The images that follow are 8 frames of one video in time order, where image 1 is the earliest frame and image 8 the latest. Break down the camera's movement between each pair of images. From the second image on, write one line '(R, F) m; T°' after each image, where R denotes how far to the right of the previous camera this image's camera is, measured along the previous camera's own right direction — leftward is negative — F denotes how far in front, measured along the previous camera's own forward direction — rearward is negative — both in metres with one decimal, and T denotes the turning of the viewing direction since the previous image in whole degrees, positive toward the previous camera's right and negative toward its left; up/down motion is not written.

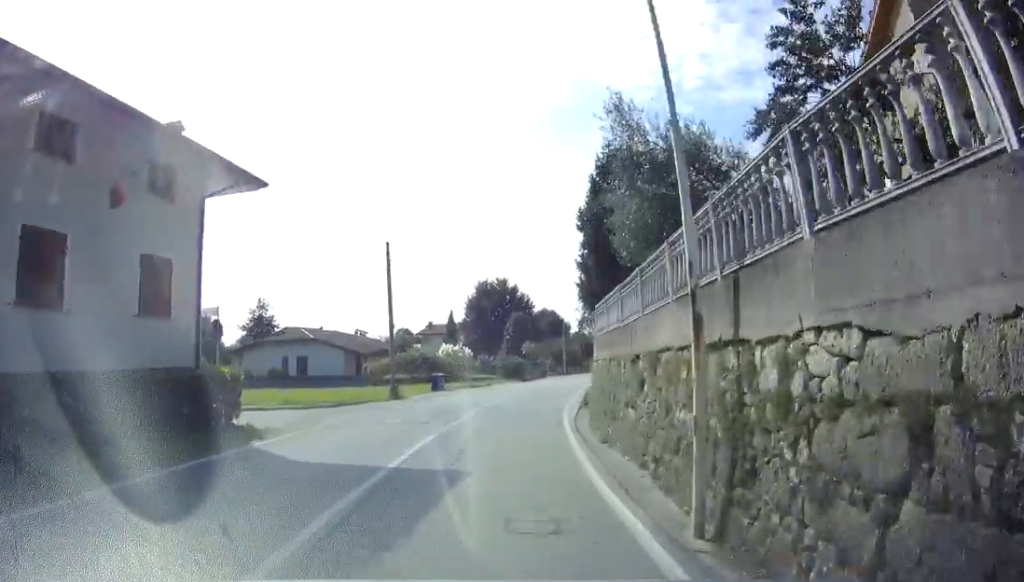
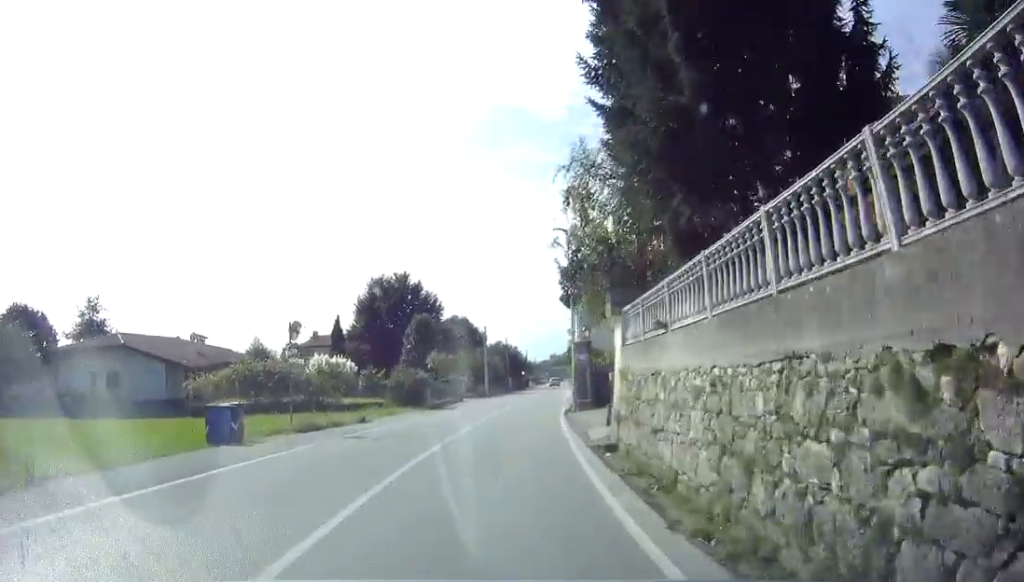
(+1.2, +21.1) m; +6°
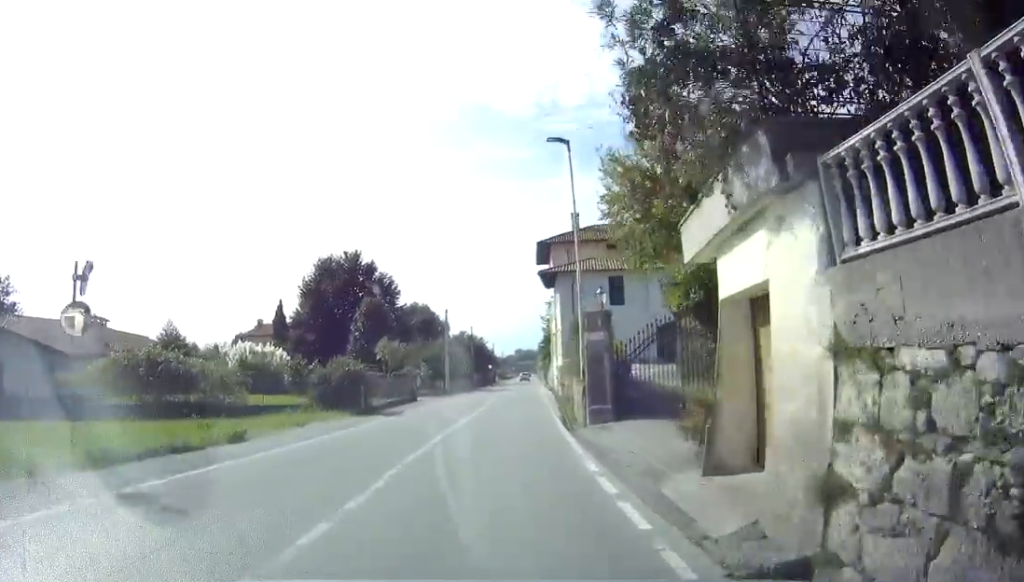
(+0.2, +9.3) m; +3°
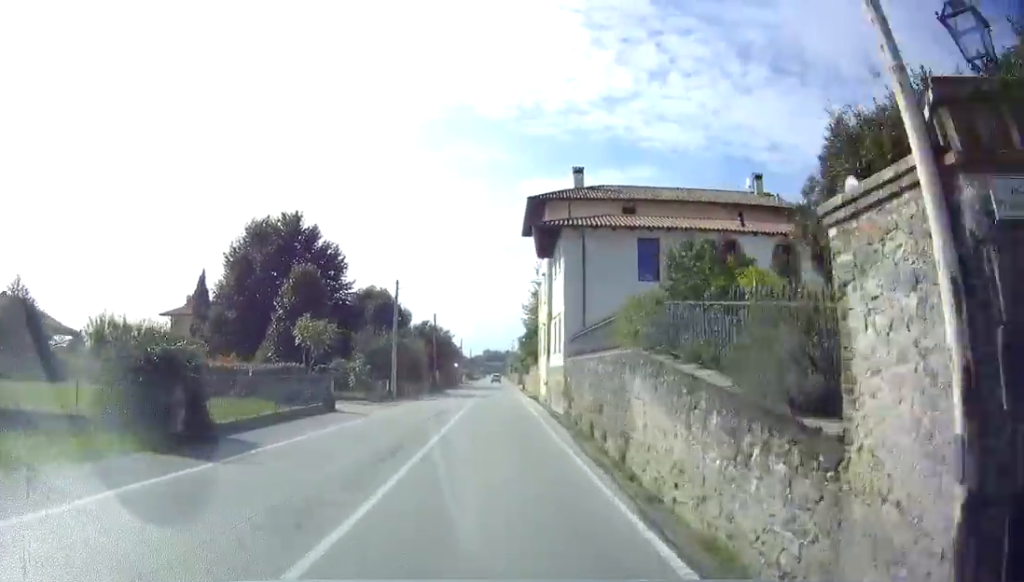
(+0.4, +13.5) m; +4°
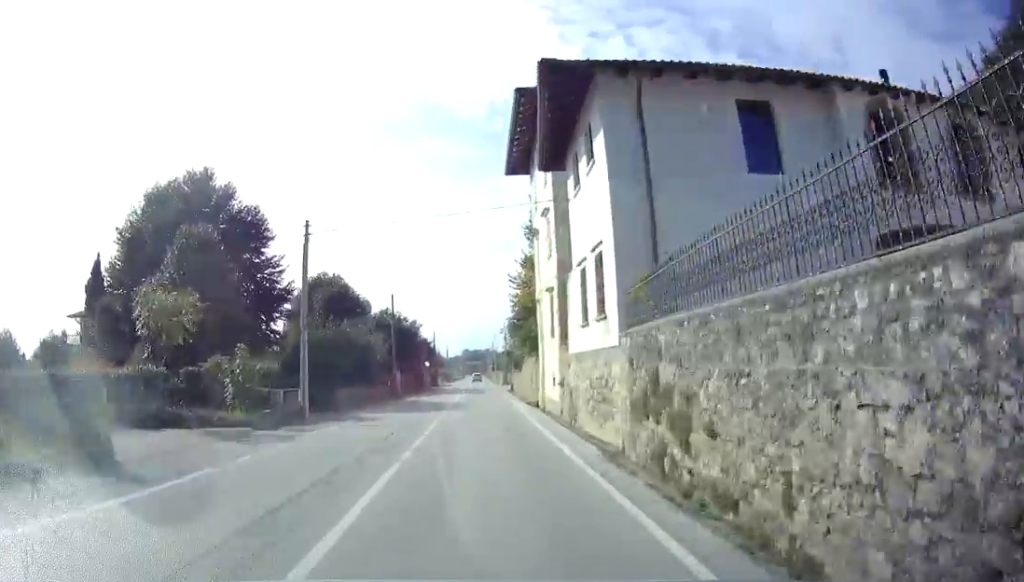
(+0.4, +13.4) m; +2°
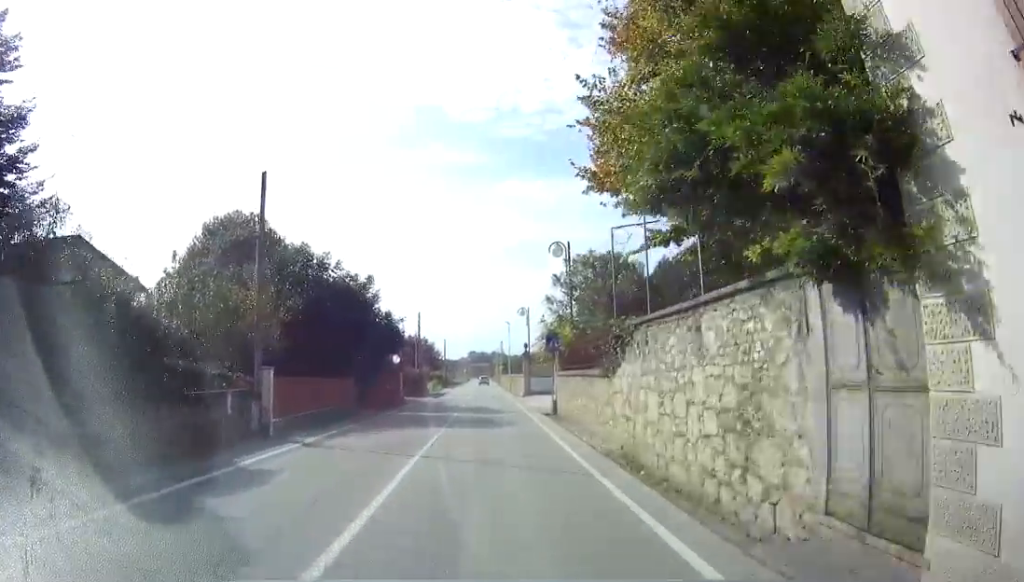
(0.0, +25.7) m; 0°
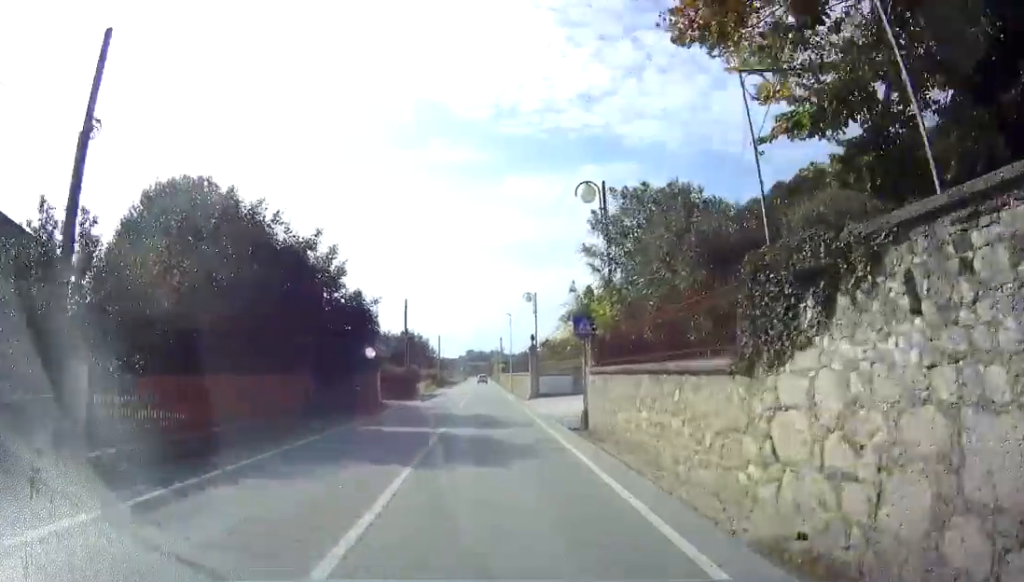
(0.0, +8.1) m; 0°
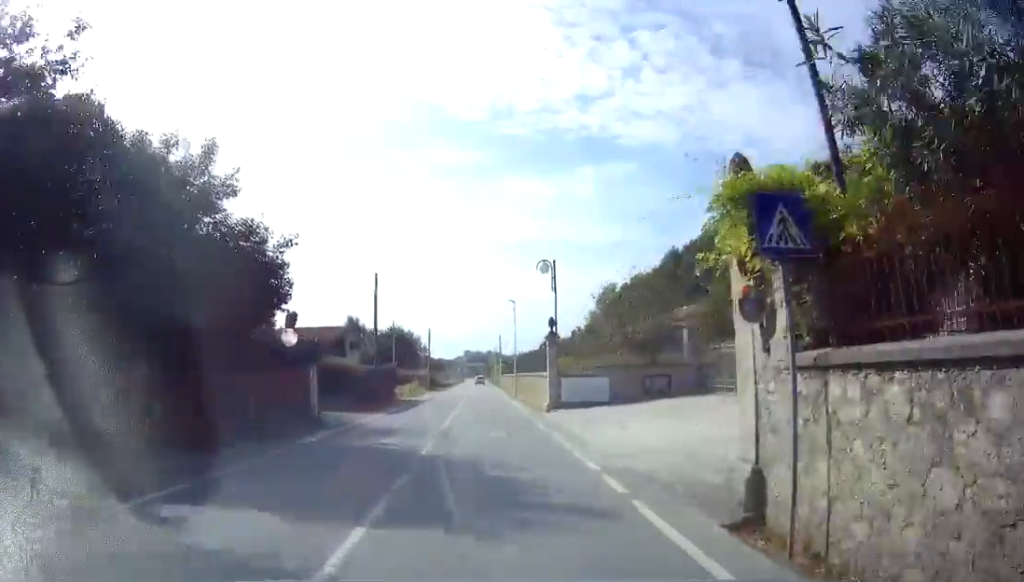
(0.0, +11.3) m; 0°
